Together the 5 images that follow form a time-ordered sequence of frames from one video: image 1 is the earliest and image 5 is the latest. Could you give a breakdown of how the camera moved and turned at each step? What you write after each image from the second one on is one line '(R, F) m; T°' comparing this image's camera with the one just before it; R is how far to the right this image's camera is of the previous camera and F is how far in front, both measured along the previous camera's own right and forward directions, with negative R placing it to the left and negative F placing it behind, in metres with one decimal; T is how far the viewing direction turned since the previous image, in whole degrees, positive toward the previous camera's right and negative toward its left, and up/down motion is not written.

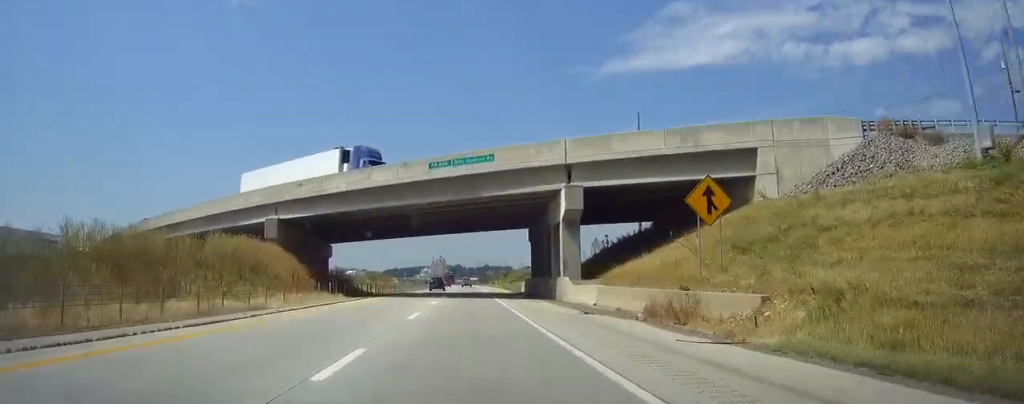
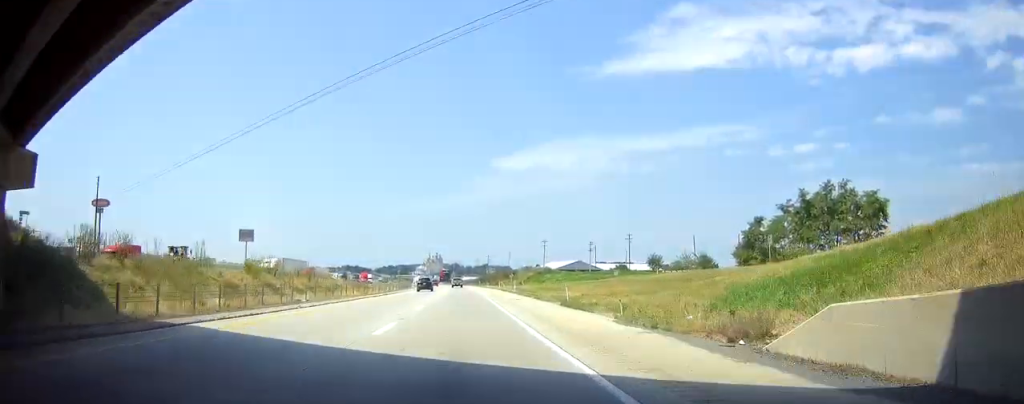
(+0.1, +55.1) m; 0°
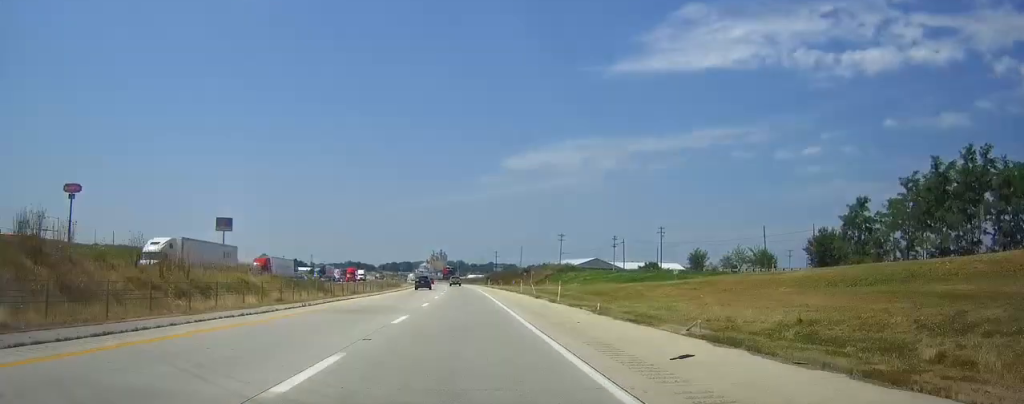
(+0.1, +31.8) m; 0°
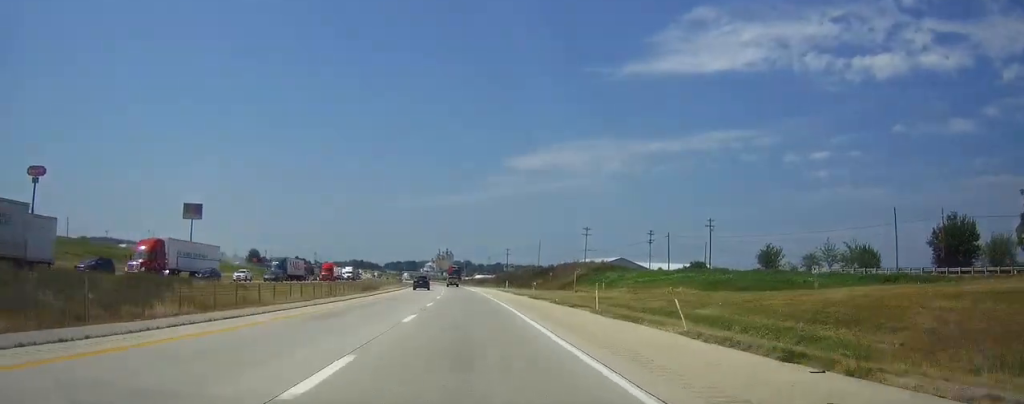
(-0.3, +35.2) m; -1°
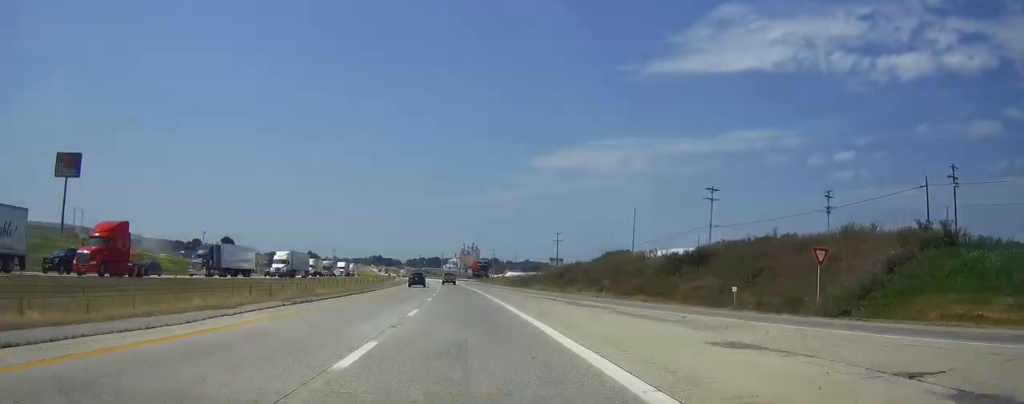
(-1.3, +84.1) m; -2°
